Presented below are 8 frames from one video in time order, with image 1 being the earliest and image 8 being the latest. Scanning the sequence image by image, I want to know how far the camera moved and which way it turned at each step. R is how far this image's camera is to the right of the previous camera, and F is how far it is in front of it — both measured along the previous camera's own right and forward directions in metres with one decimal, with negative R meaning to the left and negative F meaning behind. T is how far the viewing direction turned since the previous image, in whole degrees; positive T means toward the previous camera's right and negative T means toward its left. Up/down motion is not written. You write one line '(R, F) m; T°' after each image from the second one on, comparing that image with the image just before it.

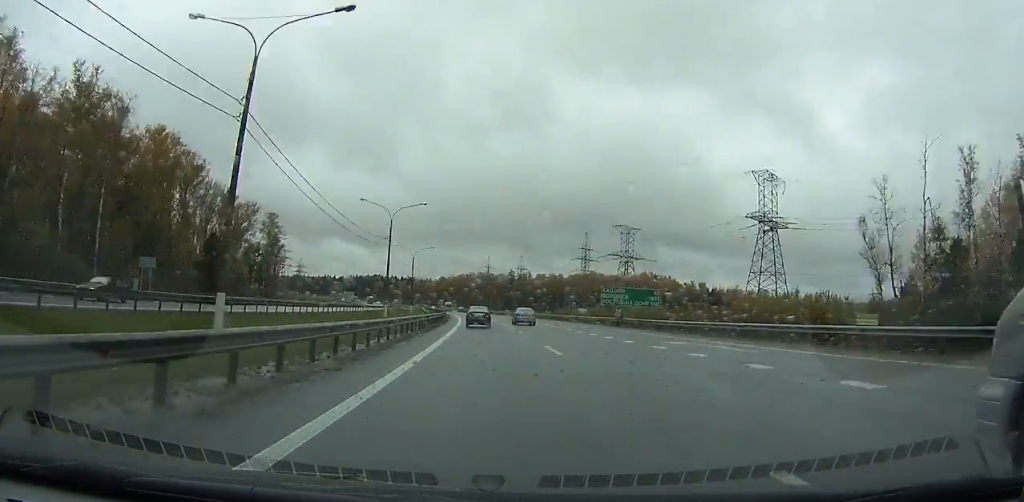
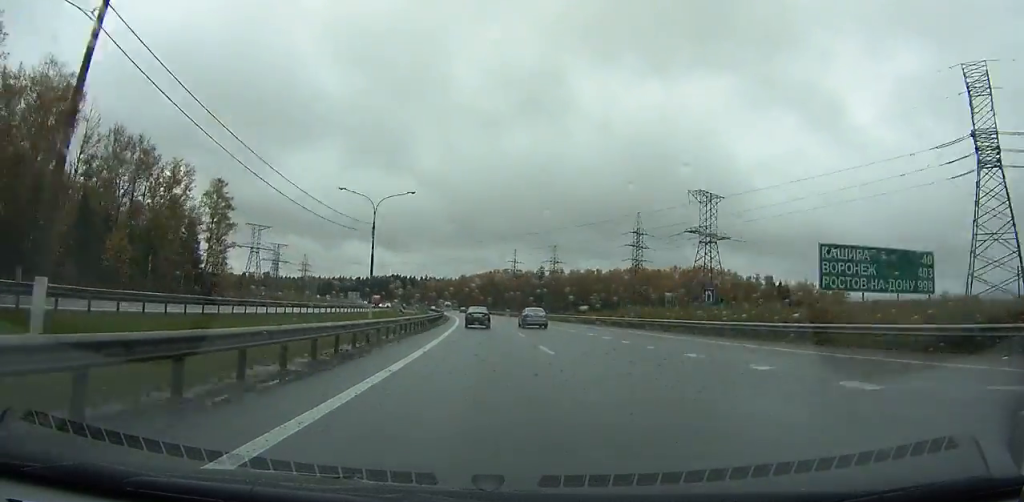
(-1.4, +47.4) m; -3°
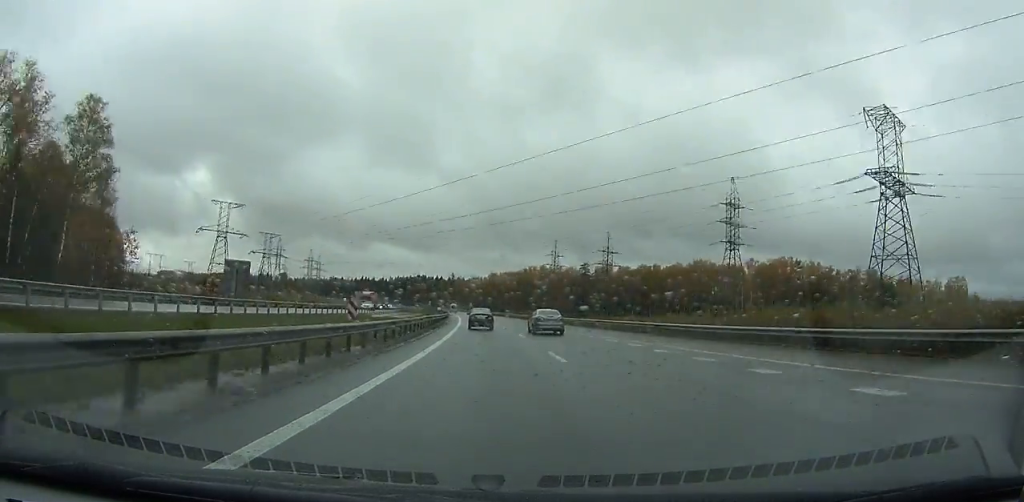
(-0.5, +50.4) m; -3°
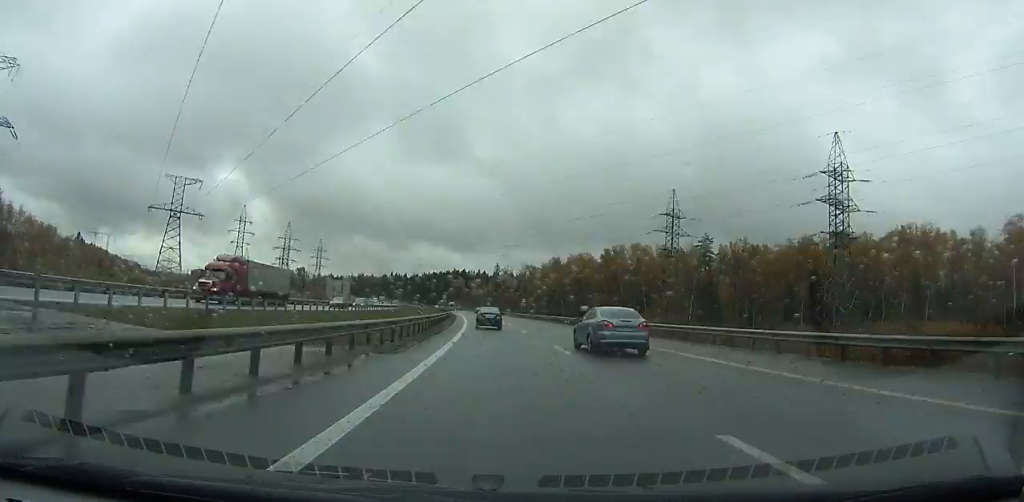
(-5.9, +107.8) m; -5°
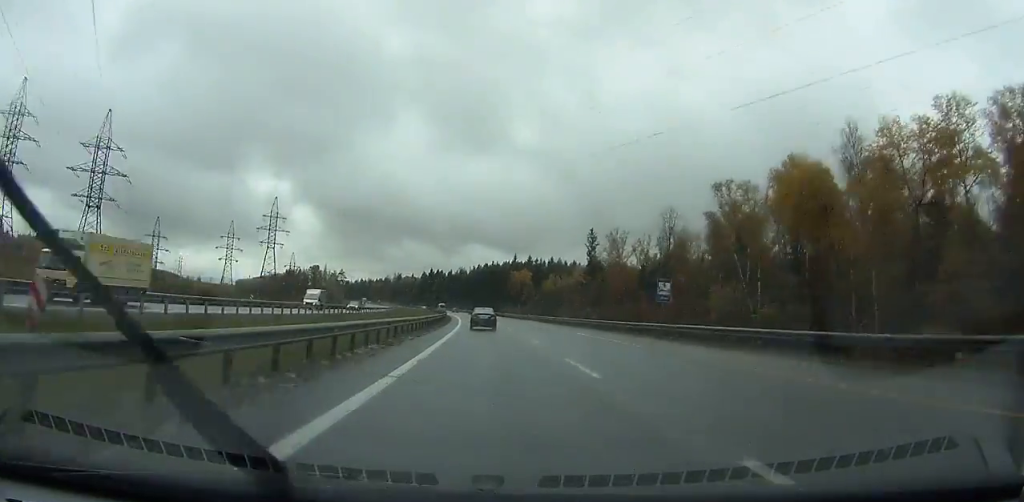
(-7.7, +146.3) m; -7°
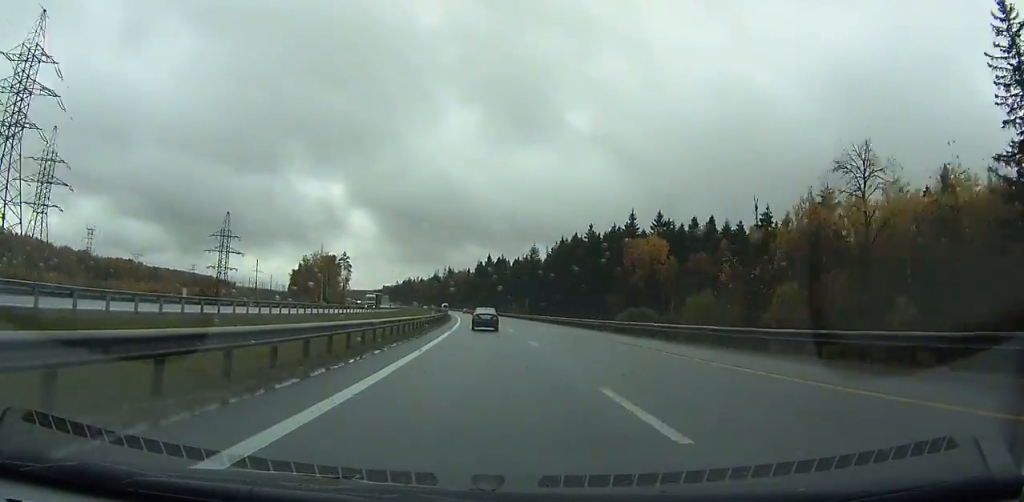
(-7.4, +129.8) m; -6°
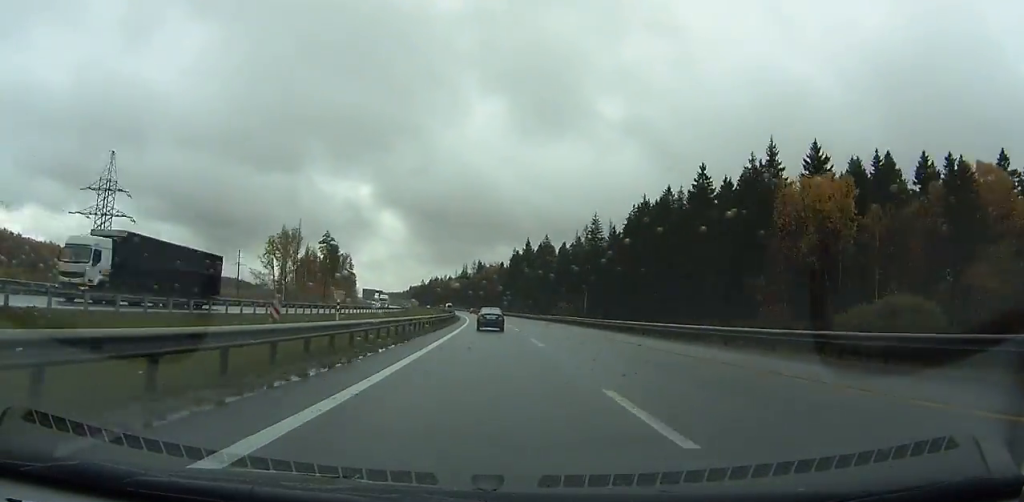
(-1.0, +64.8) m; -3°
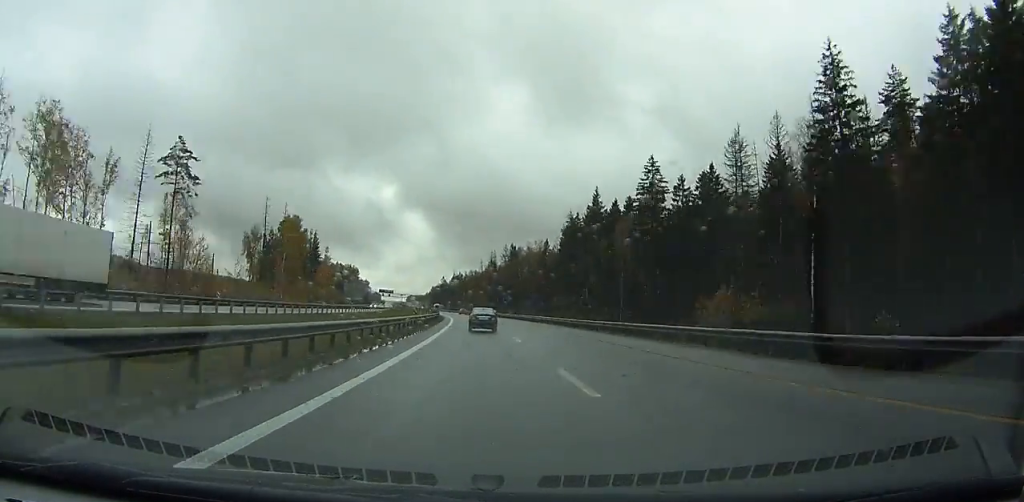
(-3.6, +93.0) m; -4°
